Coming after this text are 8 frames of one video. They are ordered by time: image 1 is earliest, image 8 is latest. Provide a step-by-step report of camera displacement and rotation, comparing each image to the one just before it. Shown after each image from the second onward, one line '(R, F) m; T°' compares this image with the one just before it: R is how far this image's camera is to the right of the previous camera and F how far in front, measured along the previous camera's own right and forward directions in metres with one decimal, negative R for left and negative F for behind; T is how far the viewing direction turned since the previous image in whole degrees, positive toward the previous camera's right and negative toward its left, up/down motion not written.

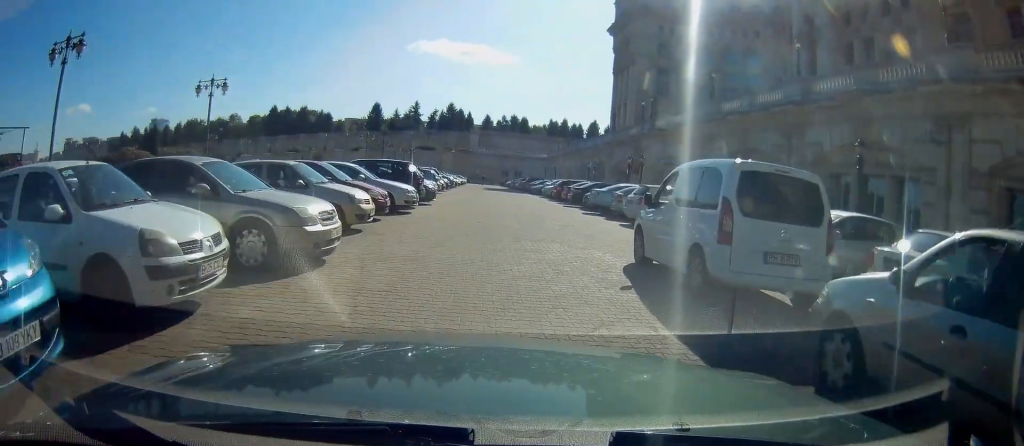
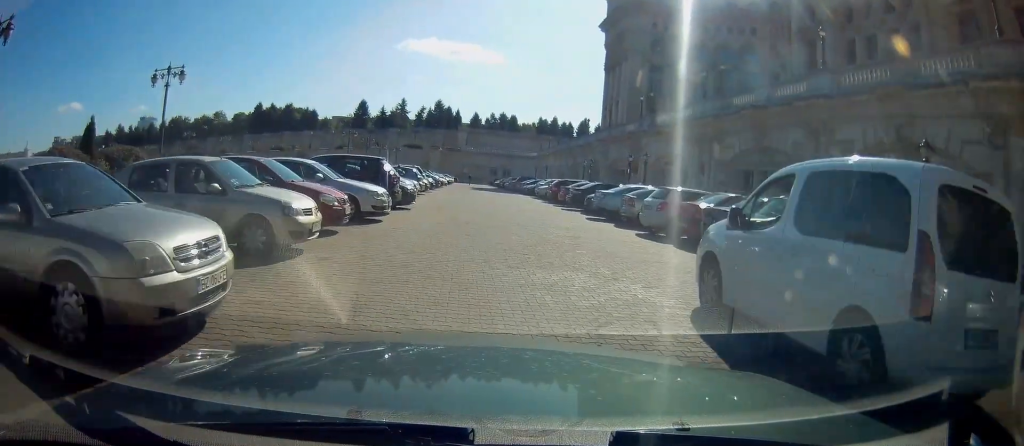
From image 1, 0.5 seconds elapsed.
(-0.1, +3.4) m; +2°
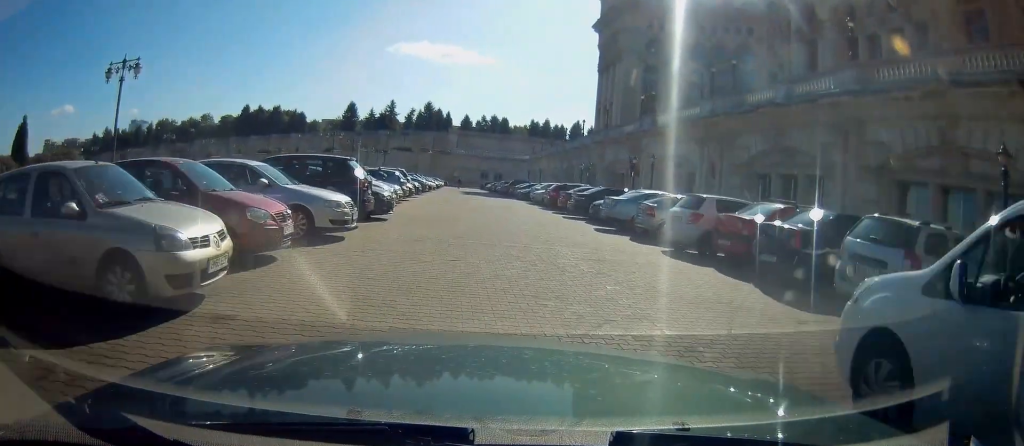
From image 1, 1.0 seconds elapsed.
(+0.1, +3.2) m; +2°
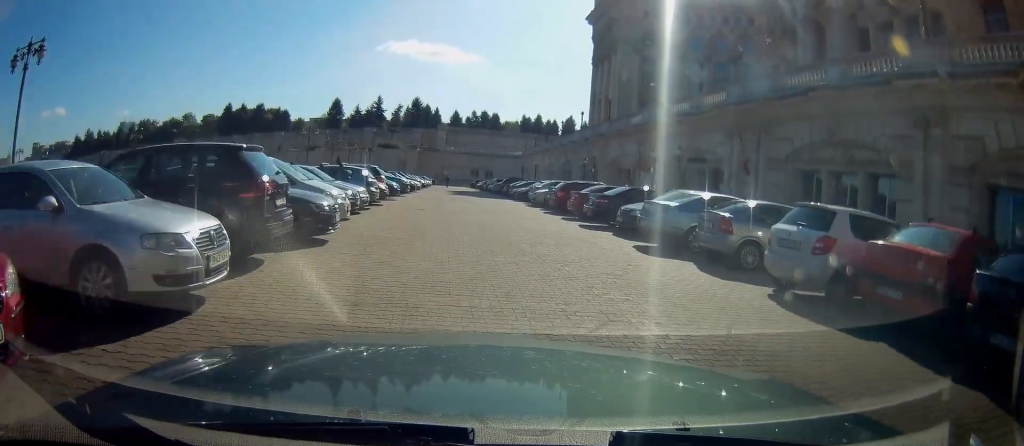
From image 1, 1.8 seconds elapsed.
(+0.2, +5.7) m; +2°
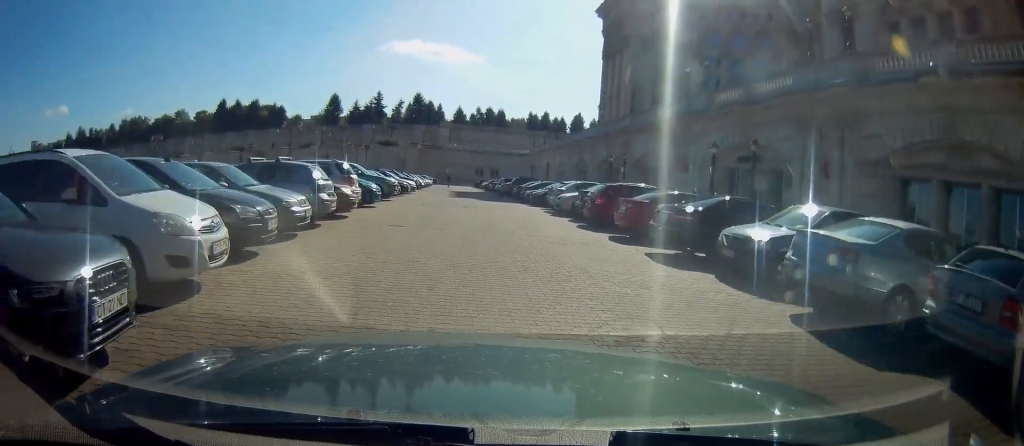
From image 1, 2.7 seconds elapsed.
(0.0, +7.1) m; -4°
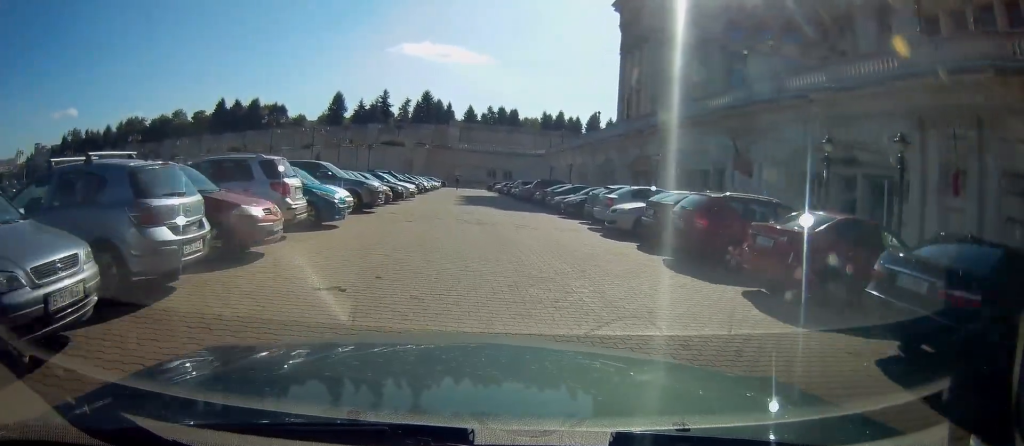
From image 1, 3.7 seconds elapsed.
(-0.4, +7.5) m; -3°
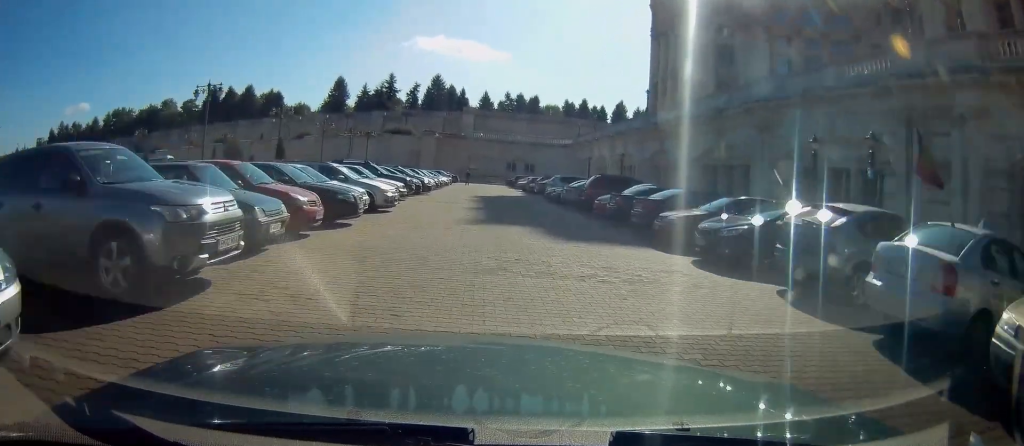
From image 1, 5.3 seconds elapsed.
(0.0, +13.7) m; +2°
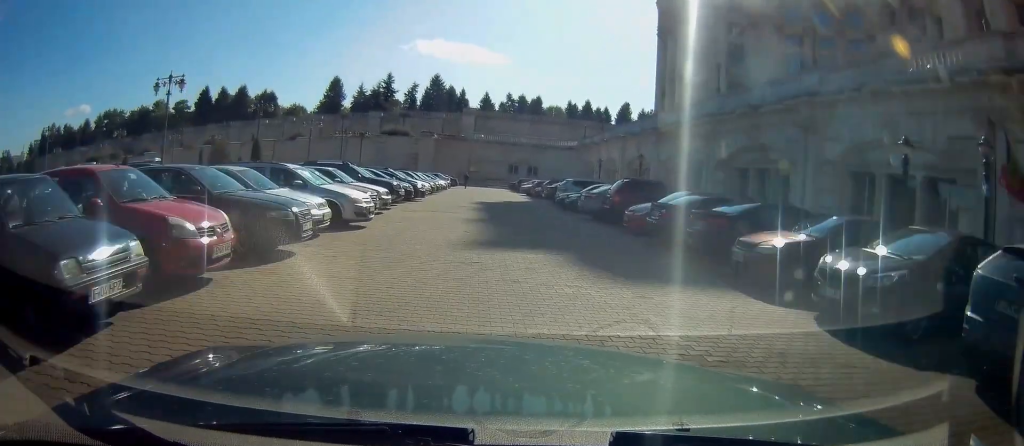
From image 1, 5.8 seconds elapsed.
(-0.1, +4.4) m; +1°
